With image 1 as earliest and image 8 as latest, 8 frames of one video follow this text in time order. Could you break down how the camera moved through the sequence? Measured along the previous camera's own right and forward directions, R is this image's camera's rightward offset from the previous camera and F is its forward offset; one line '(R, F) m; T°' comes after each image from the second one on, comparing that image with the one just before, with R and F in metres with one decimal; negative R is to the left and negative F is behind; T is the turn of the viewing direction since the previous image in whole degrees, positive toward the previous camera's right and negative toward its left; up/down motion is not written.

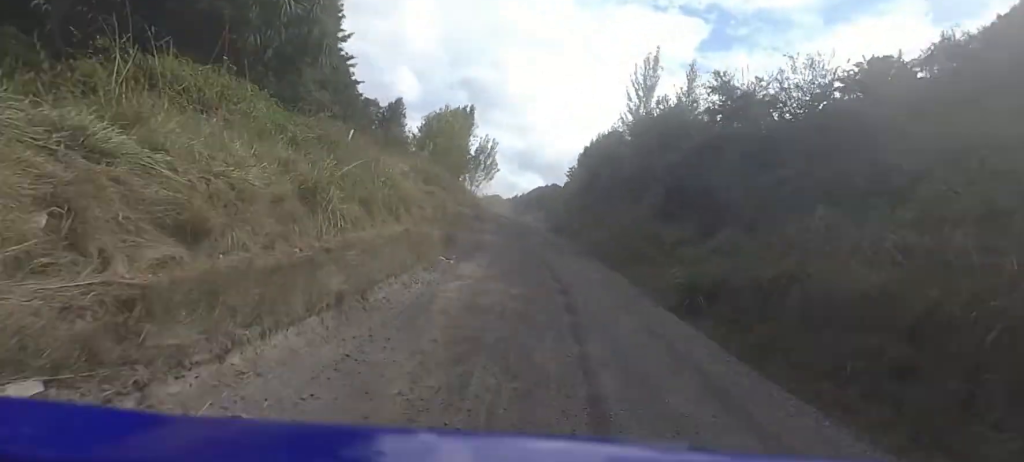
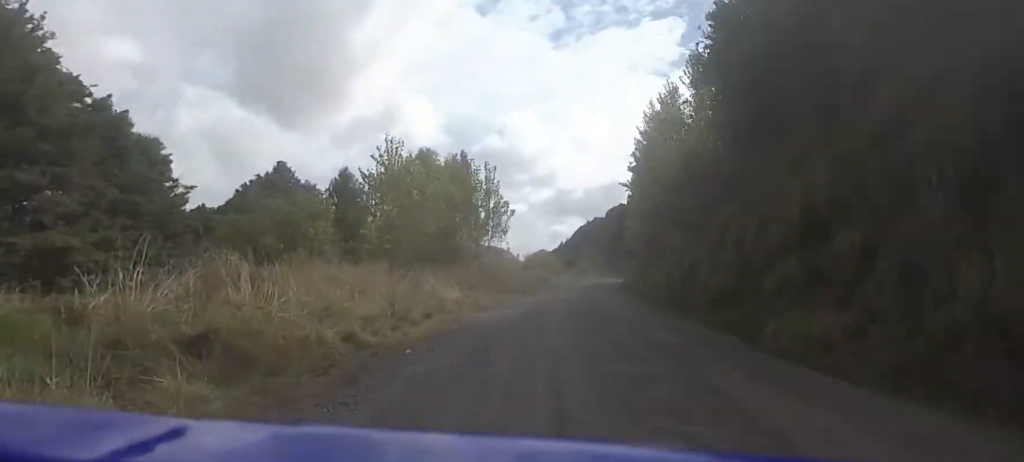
(-1.5, +24.7) m; 0°
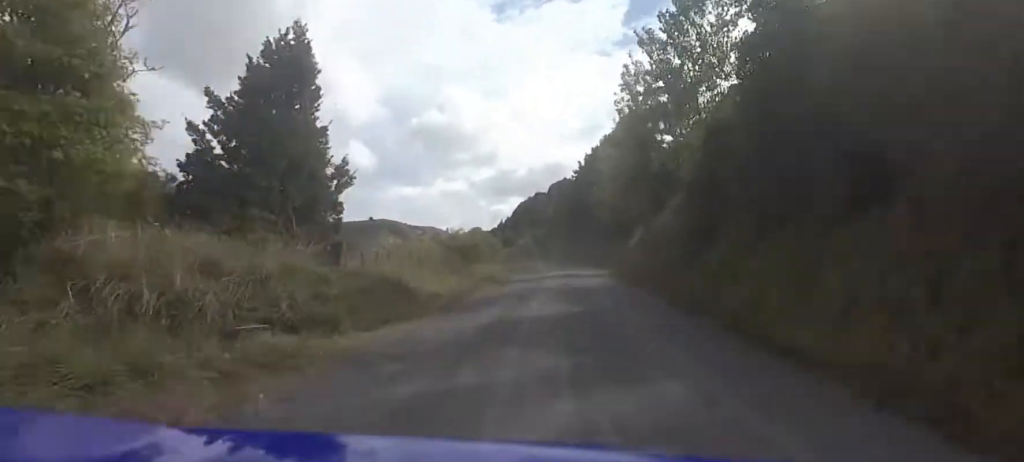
(+3.2, +28.8) m; +12°
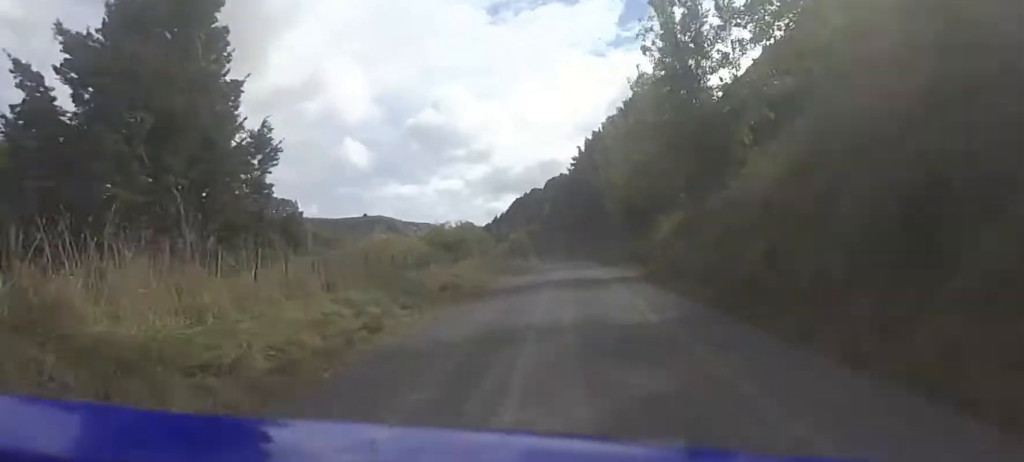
(+0.7, +10.0) m; +2°
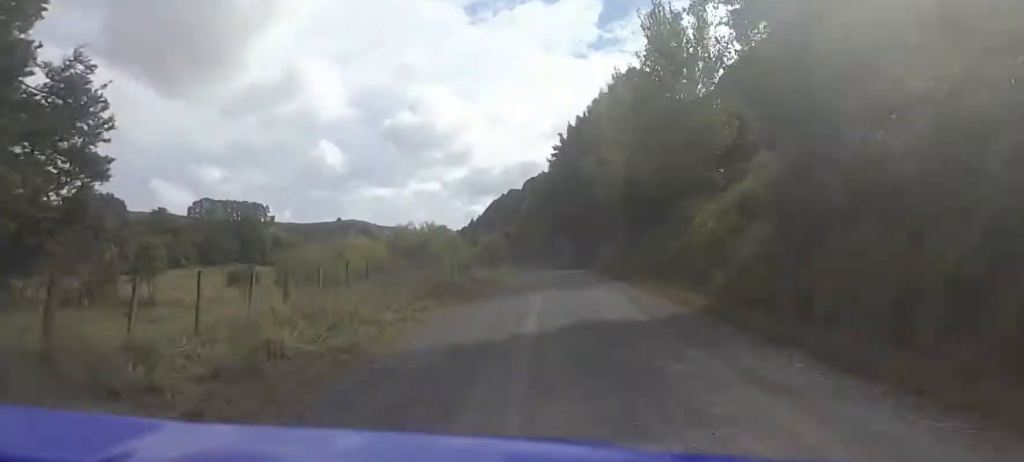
(-0.7, +10.0) m; 0°
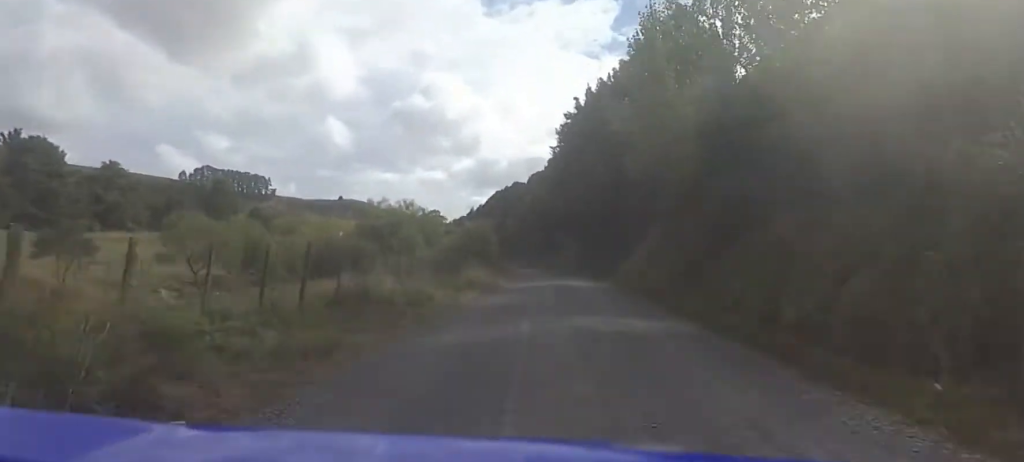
(+0.3, +14.7) m; 0°
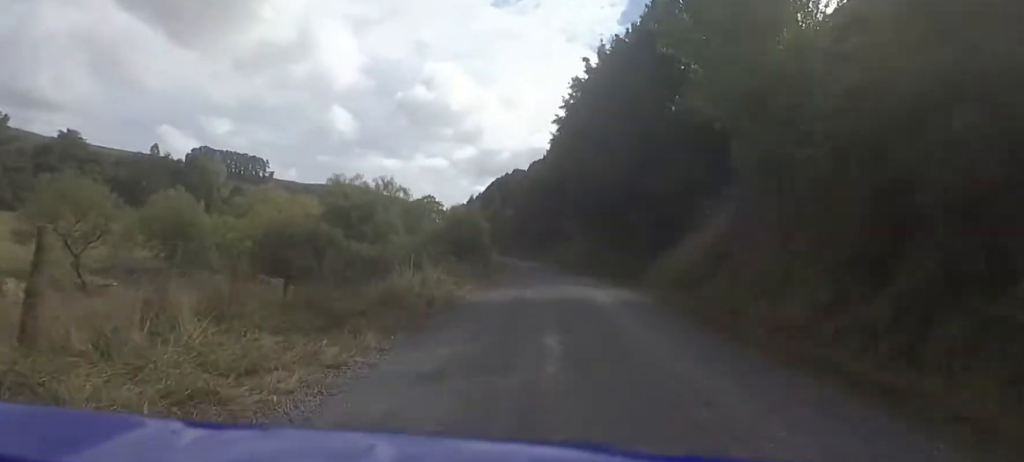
(+0.5, +9.4) m; 0°
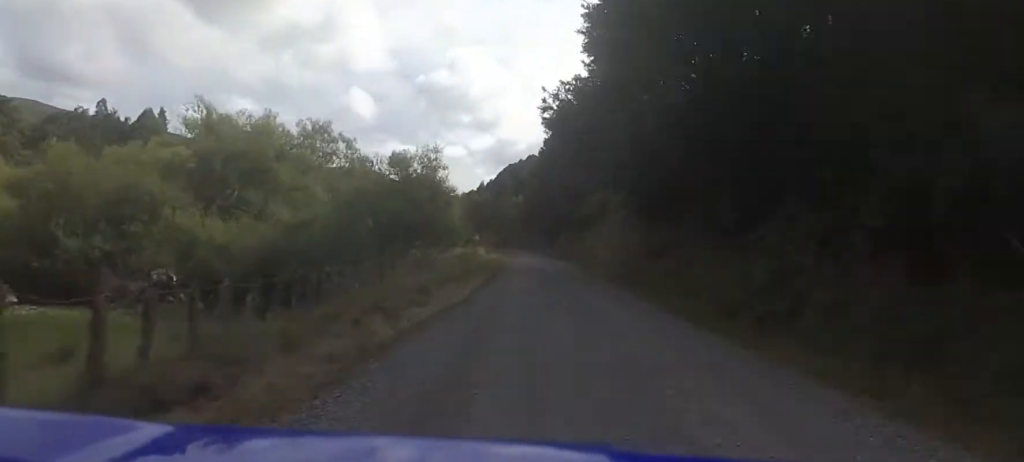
(-1.2, +20.4) m; -4°
